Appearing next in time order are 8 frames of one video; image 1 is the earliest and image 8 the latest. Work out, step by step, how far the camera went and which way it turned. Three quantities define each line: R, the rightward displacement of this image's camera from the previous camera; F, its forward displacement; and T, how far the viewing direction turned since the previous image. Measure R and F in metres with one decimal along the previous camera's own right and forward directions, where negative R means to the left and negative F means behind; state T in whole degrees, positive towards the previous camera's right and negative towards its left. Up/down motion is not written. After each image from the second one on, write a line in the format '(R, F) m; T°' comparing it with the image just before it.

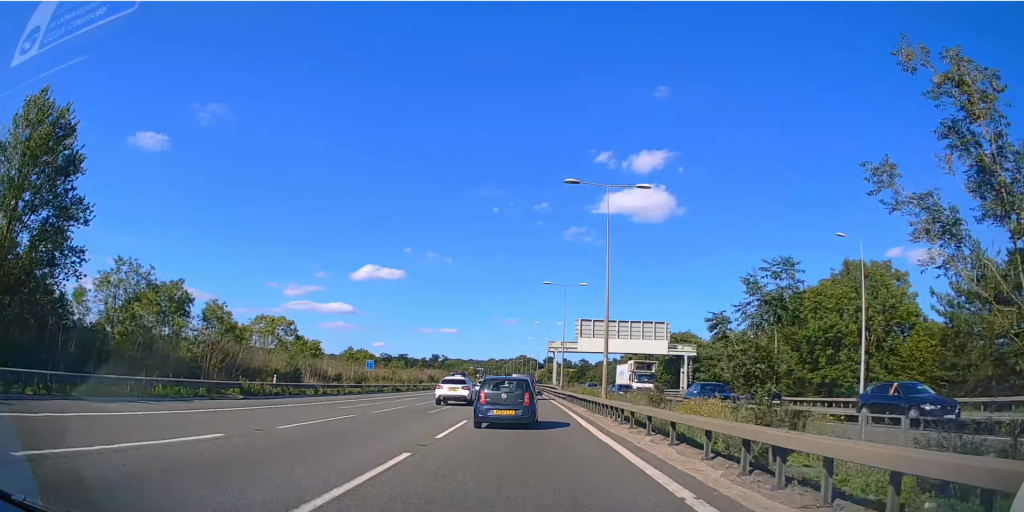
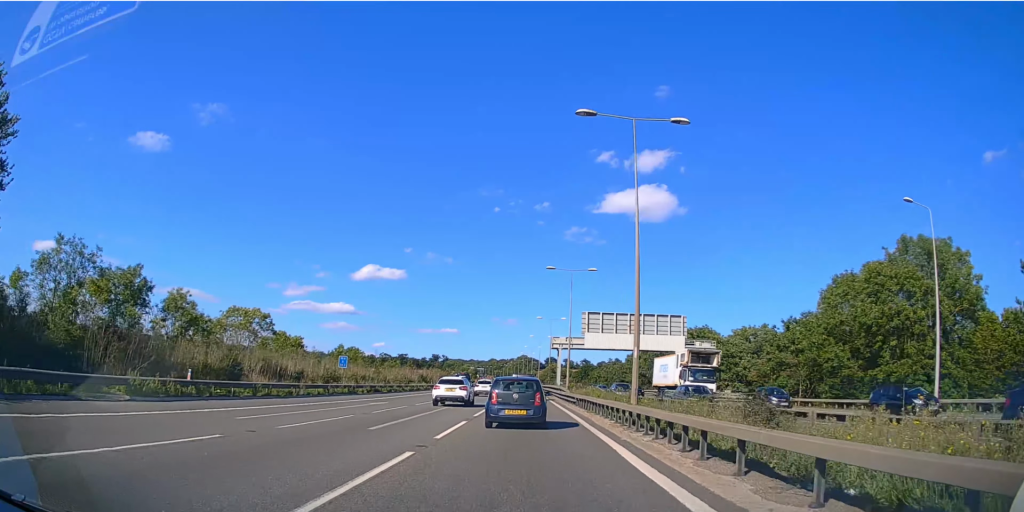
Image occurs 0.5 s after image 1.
(0.0, +9.5) m; 0°
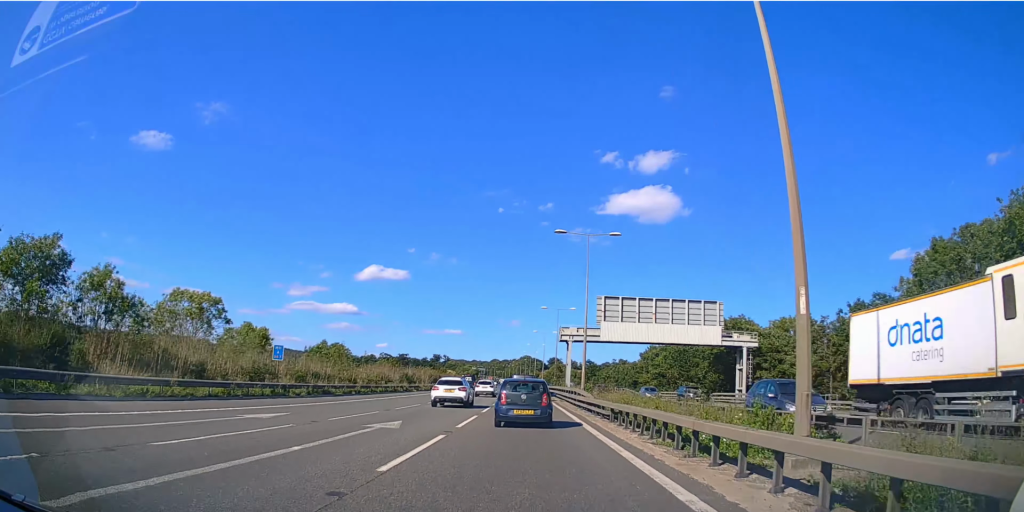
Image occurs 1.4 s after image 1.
(0.0, +15.8) m; 0°
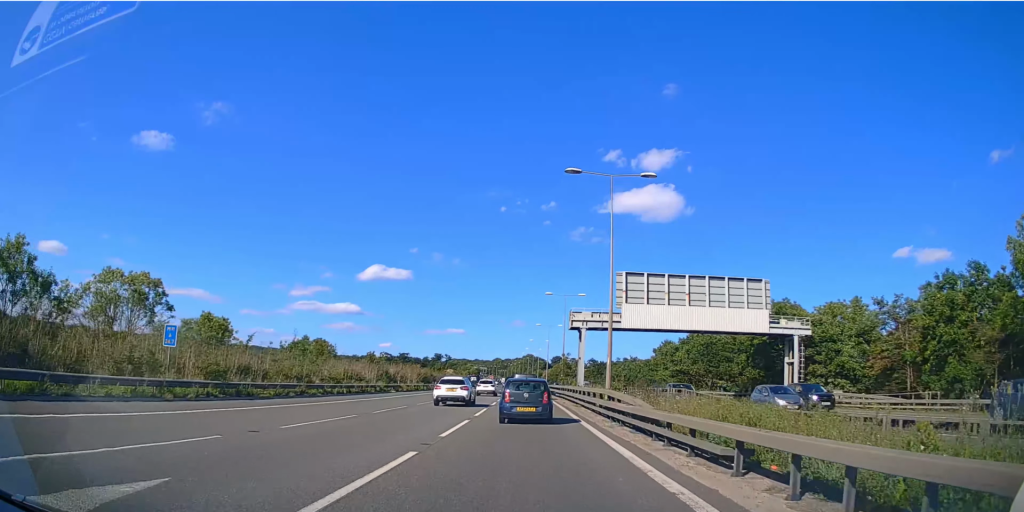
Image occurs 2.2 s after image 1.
(-0.1, +13.5) m; -1°
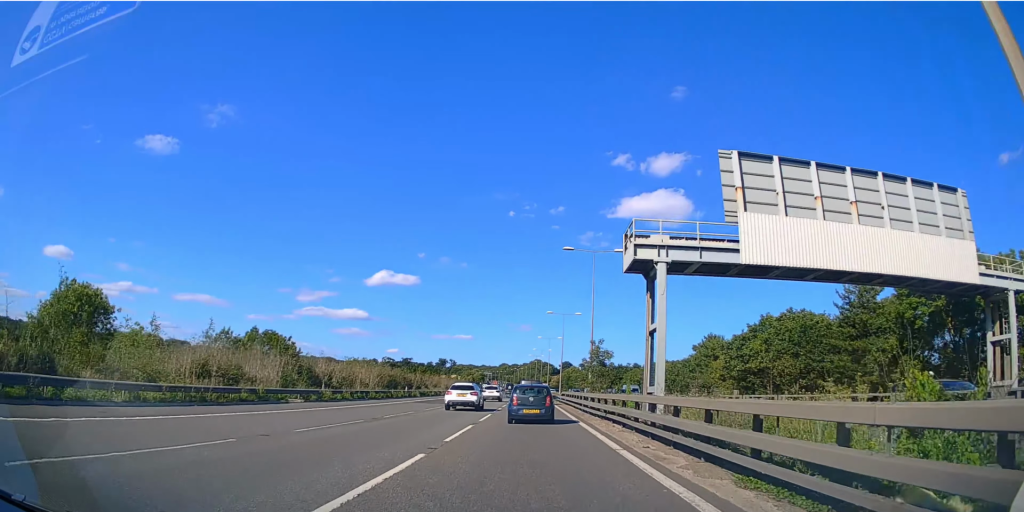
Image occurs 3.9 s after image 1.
(-0.1, +27.0) m; 0°
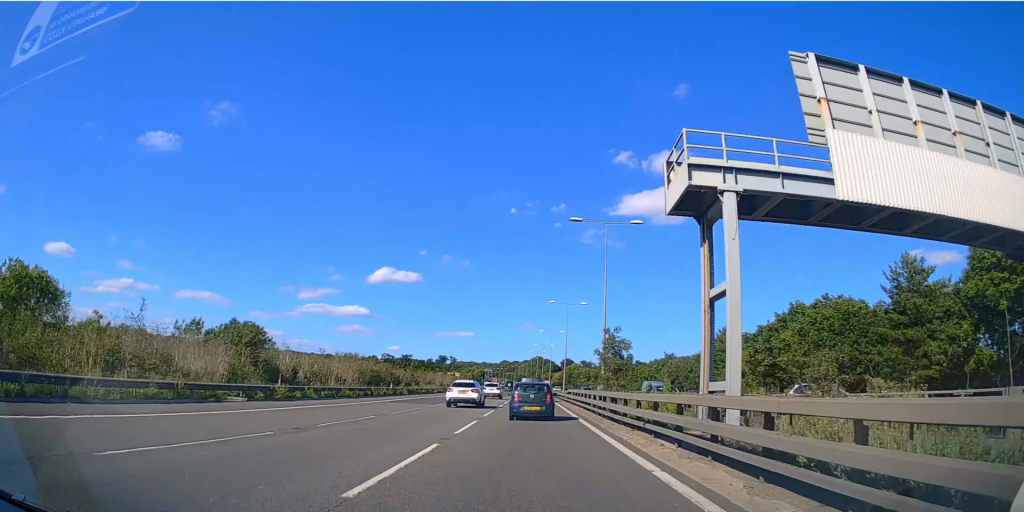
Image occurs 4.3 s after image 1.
(+0.1, +6.8) m; 0°
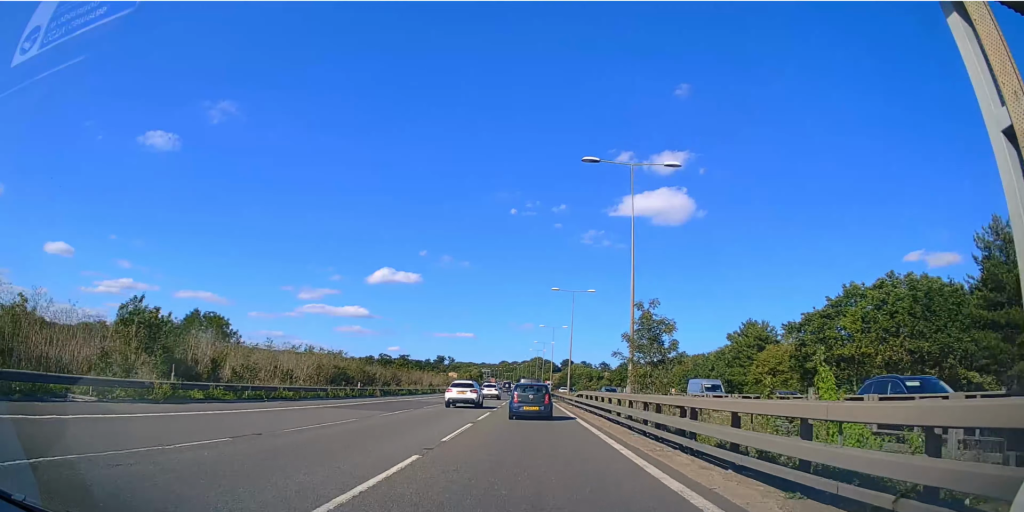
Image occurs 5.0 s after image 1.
(-0.1, +10.6) m; 0°
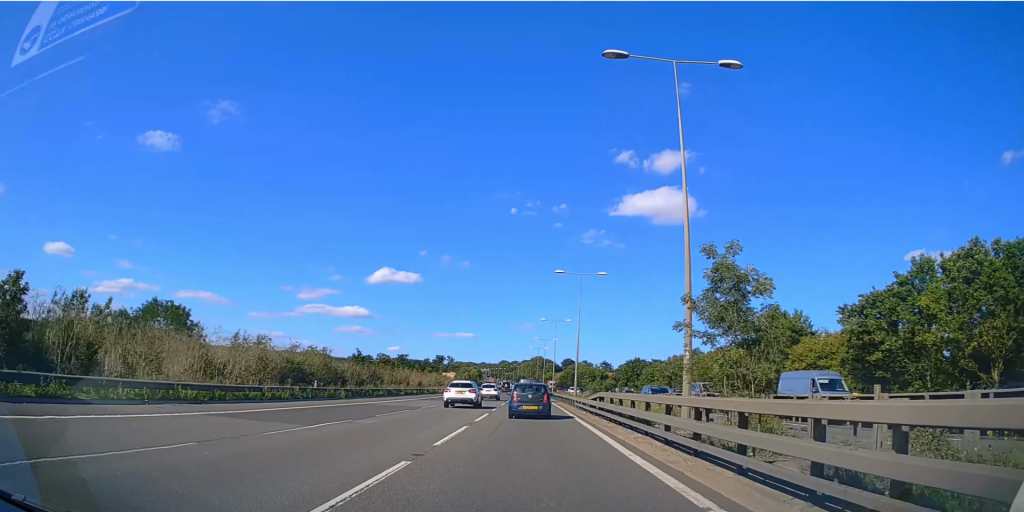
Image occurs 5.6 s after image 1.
(0.0, +9.6) m; 0°
